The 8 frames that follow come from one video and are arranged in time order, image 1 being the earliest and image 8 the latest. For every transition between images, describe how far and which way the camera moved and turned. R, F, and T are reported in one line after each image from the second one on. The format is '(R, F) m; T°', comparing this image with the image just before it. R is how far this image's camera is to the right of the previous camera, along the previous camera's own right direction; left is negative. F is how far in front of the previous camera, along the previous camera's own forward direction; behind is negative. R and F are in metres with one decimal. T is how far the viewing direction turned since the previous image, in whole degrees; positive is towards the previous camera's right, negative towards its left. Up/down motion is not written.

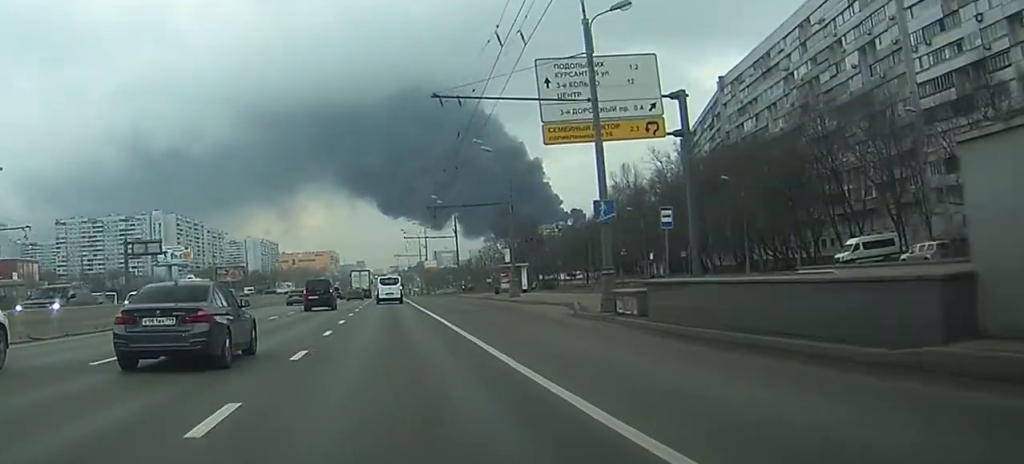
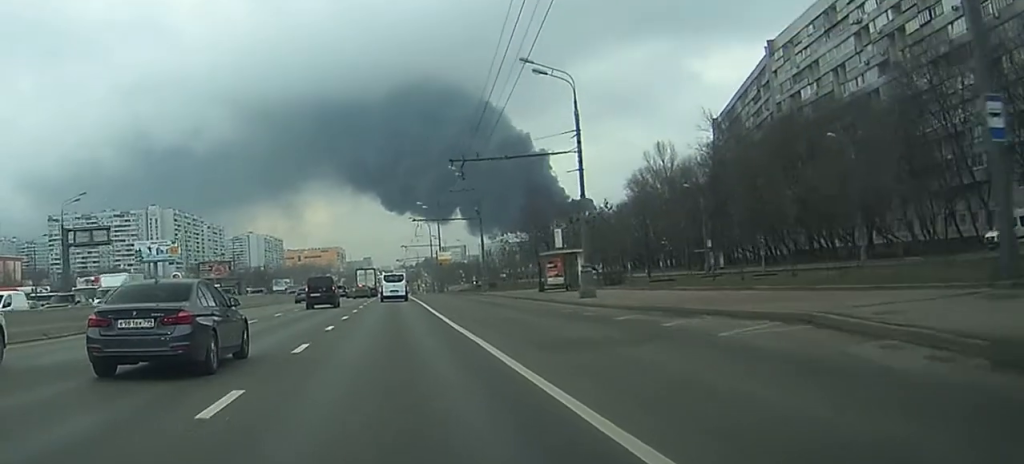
(0.0, +22.6) m; 0°
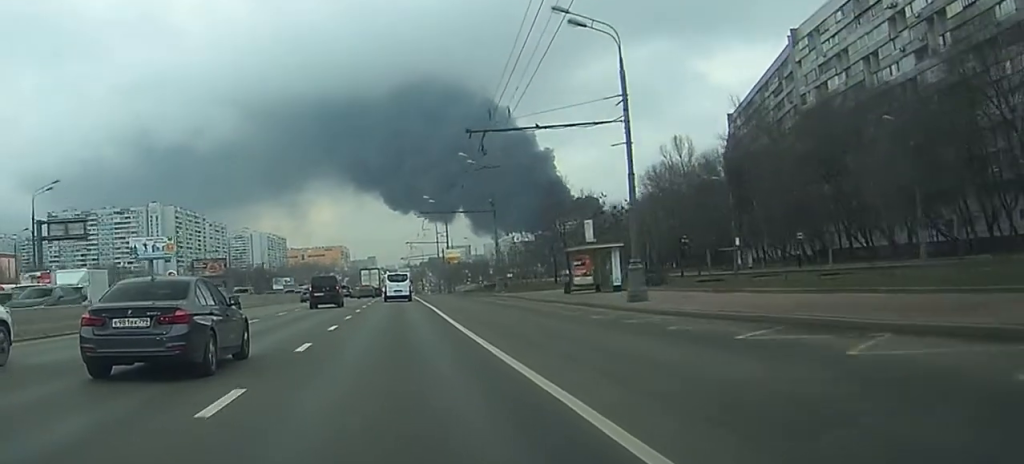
(0.0, +8.1) m; 0°
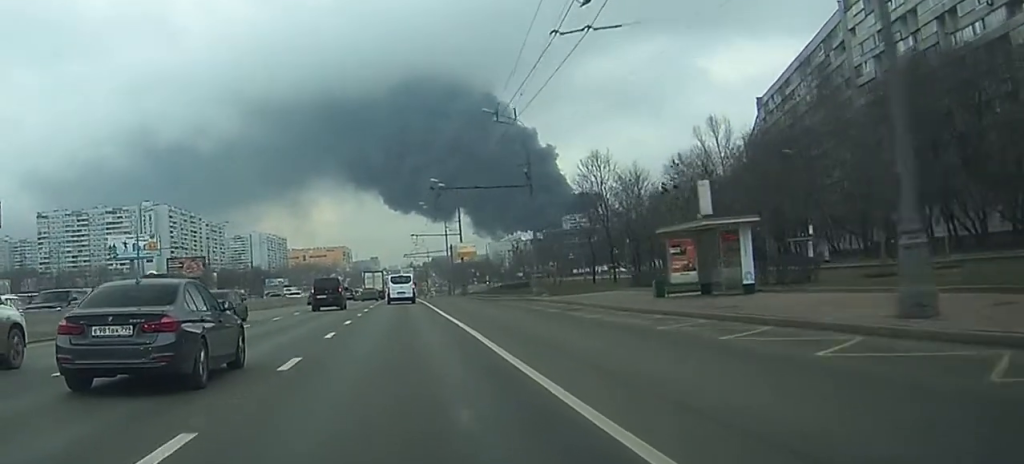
(-0.1, +19.1) m; 0°
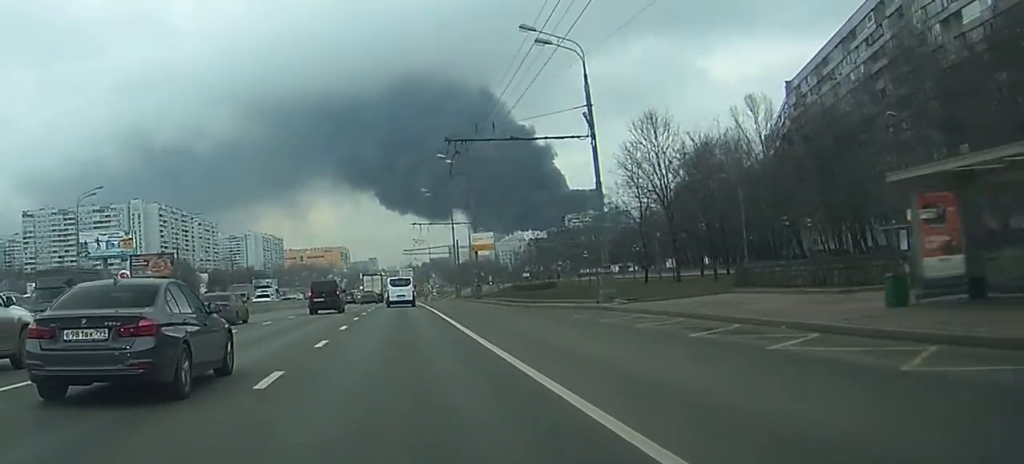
(0.0, +18.4) m; 0°
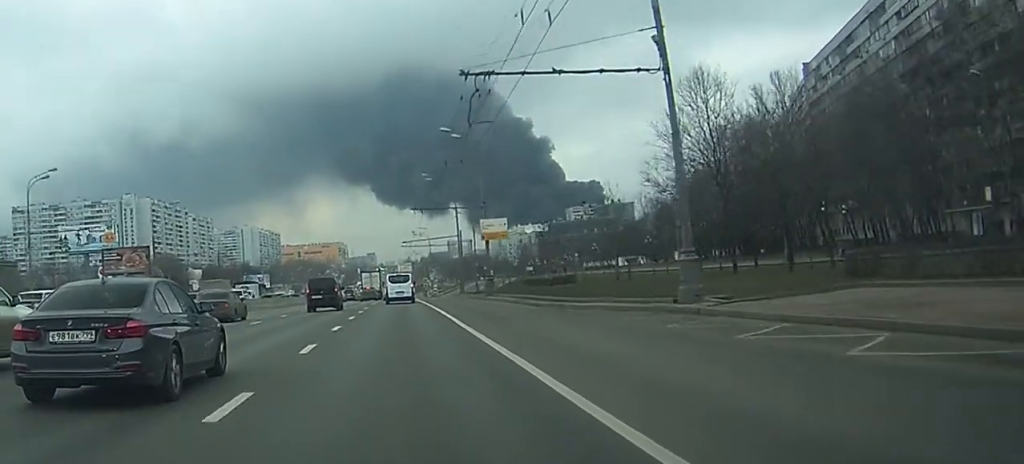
(0.0, +10.9) m; 0°
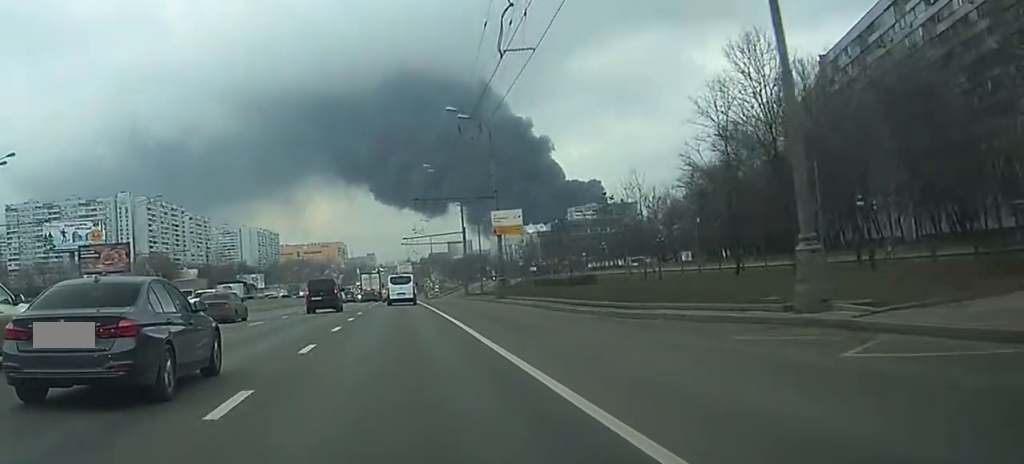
(0.0, +8.0) m; 0°
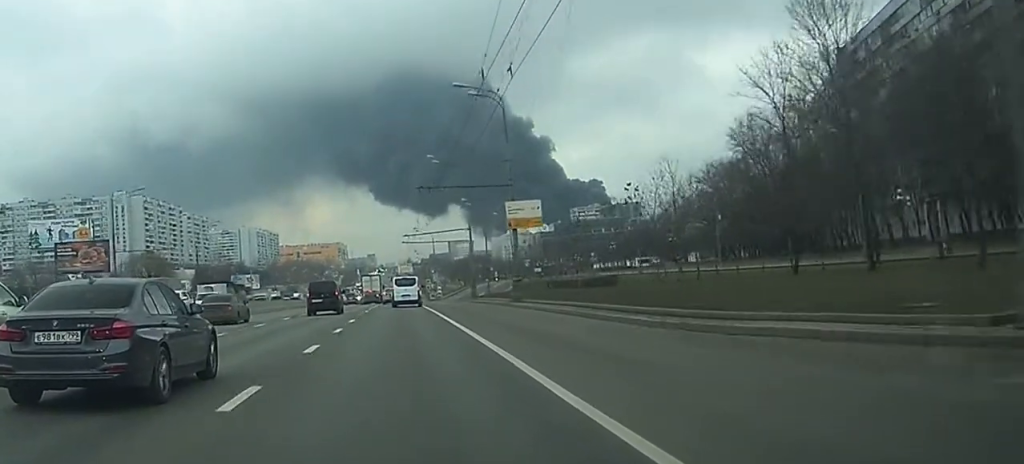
(0.0, +7.4) m; 0°
